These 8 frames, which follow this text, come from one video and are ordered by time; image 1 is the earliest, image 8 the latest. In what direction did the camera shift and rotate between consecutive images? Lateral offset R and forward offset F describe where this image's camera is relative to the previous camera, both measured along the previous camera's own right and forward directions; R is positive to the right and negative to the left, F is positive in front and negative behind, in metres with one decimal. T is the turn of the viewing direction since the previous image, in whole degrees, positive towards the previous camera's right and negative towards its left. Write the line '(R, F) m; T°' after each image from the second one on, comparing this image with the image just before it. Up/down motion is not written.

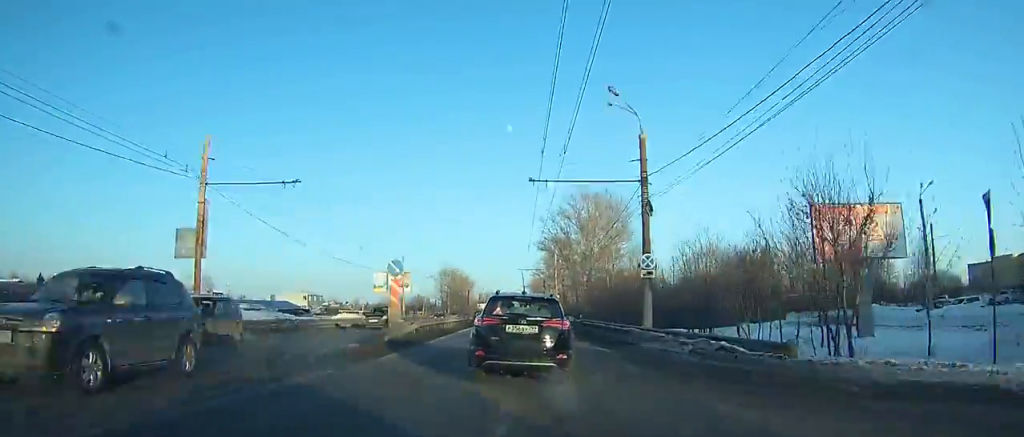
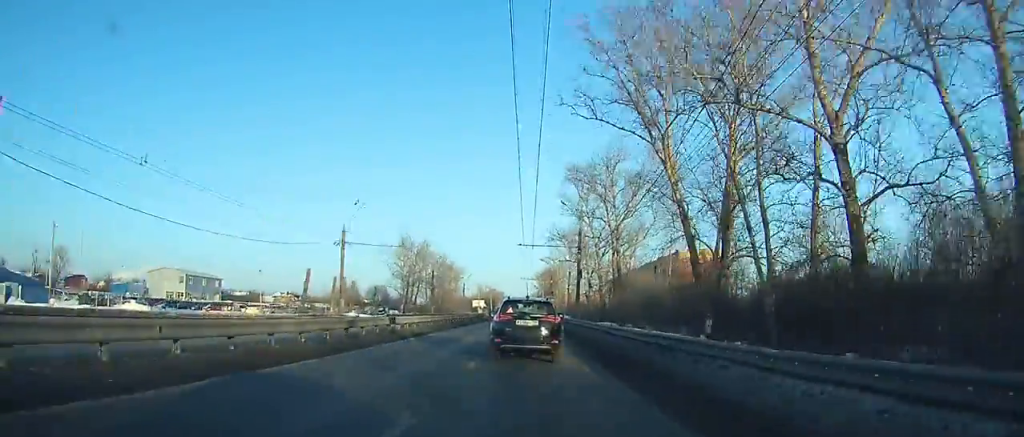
(-0.7, +80.7) m; 0°
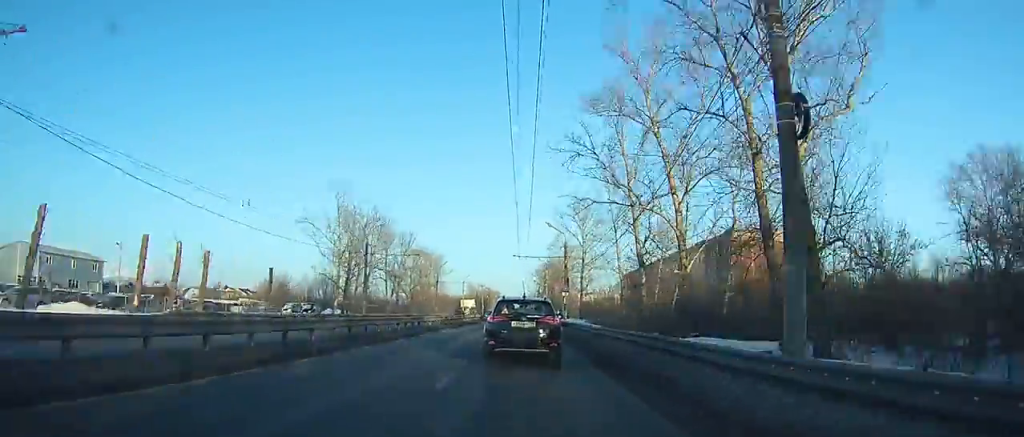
(+0.5, +42.4) m; 0°
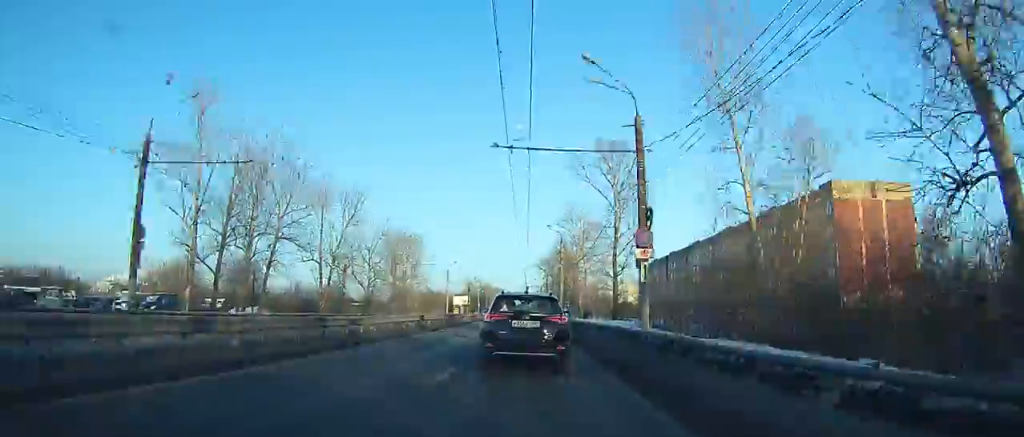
(-0.1, +38.1) m; 0°
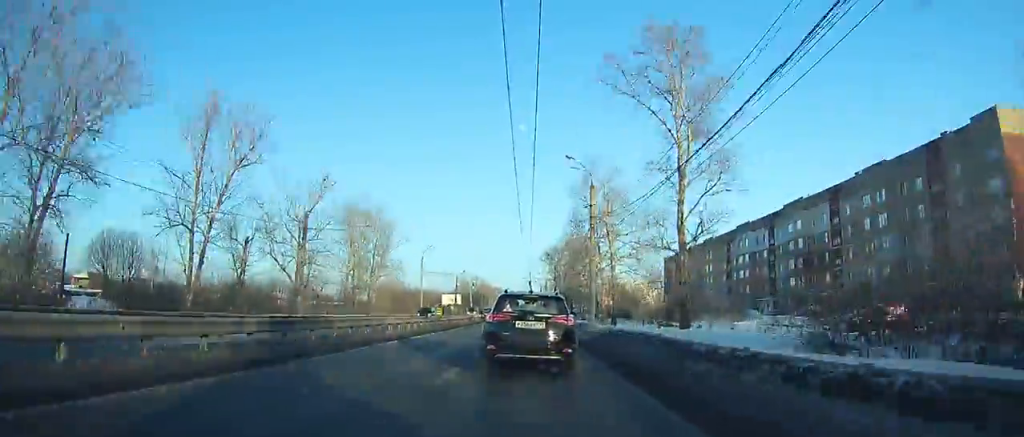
(-0.1, +30.9) m; 0°
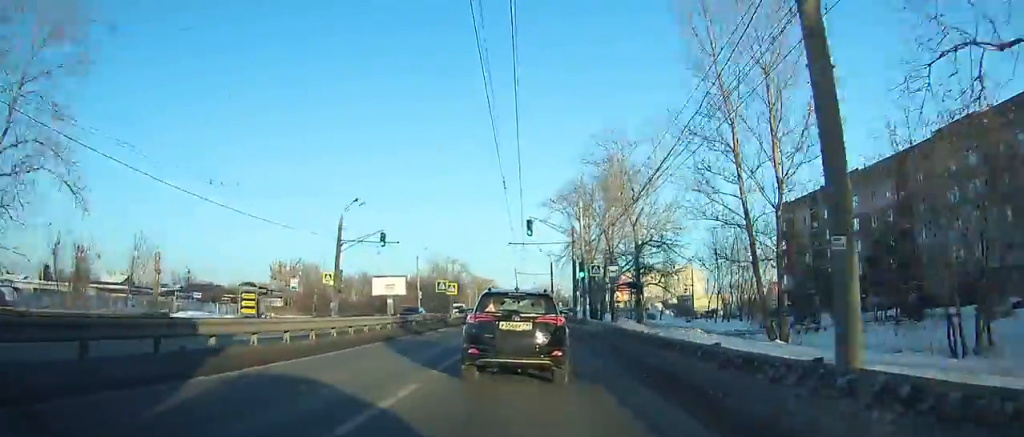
(0.0, +78.5) m; 0°
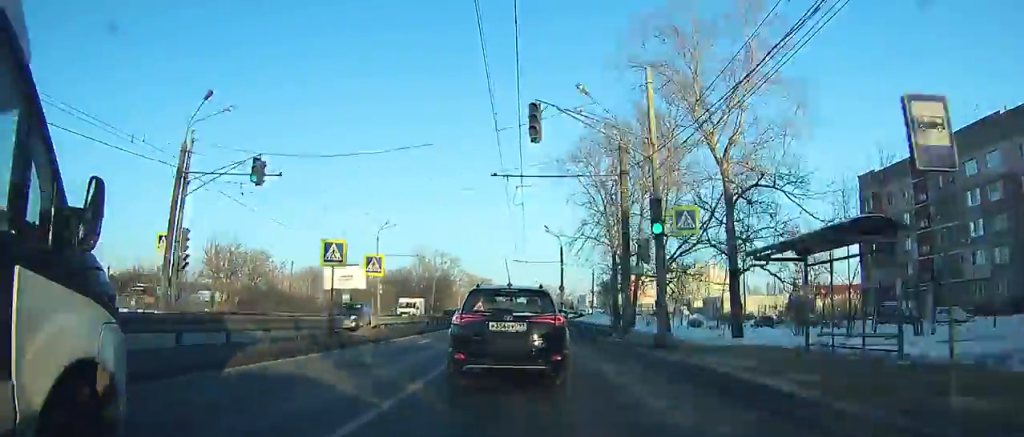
(0.0, +22.9) m; 0°
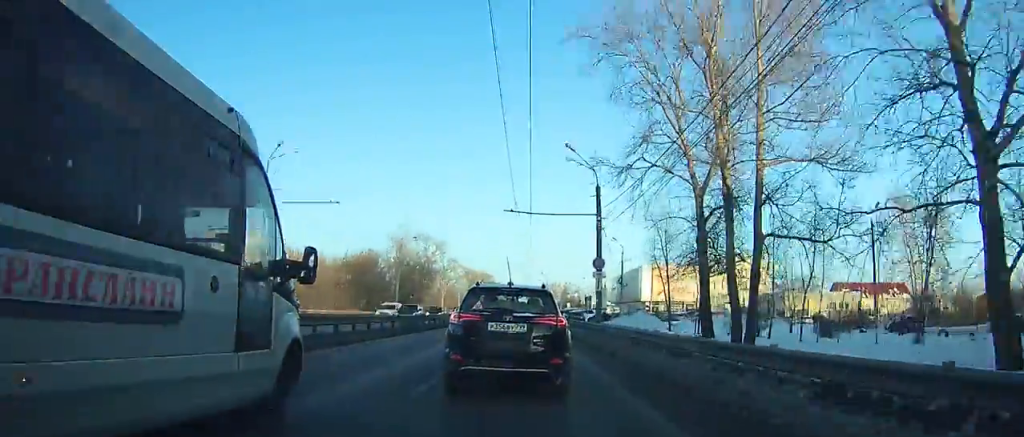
(+0.1, +30.1) m; 0°
